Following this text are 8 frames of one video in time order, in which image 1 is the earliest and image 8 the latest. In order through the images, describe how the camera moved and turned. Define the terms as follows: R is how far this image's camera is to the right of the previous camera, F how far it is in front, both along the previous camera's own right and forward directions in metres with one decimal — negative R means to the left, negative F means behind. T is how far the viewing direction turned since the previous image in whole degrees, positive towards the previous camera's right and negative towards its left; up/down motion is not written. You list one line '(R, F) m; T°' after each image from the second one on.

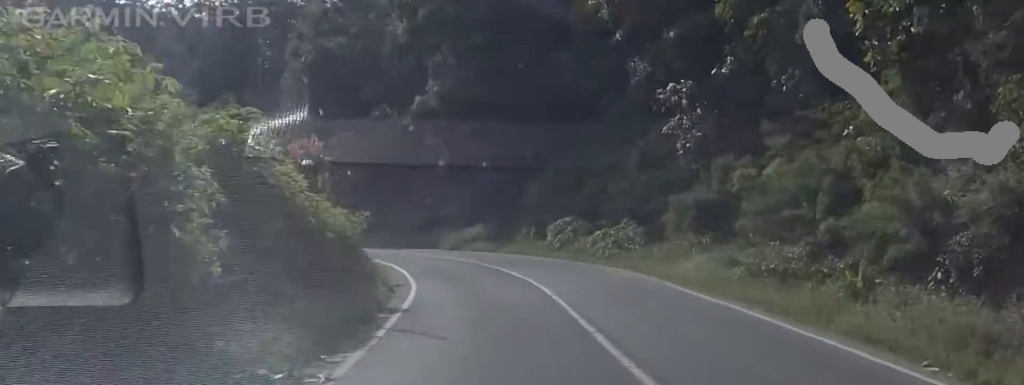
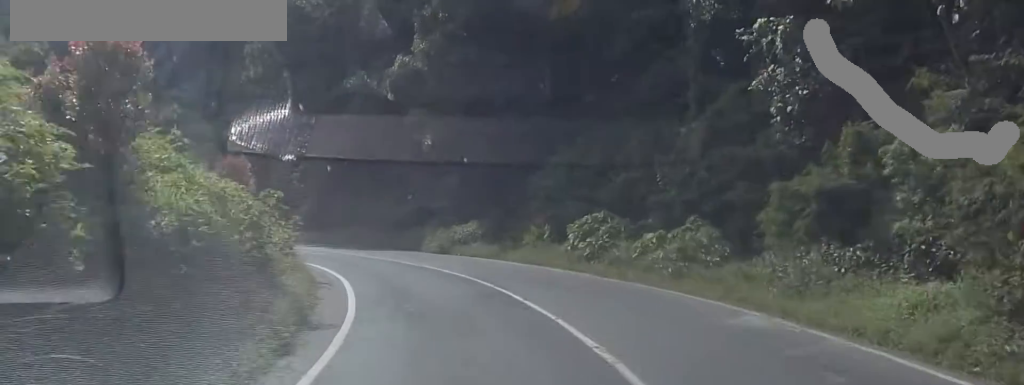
(+1.6, +10.9) m; 0°
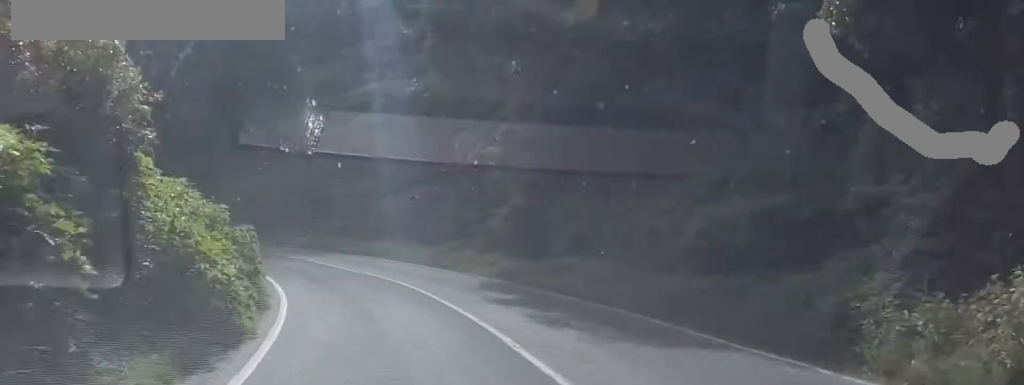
(+0.2, +28.7) m; -9°
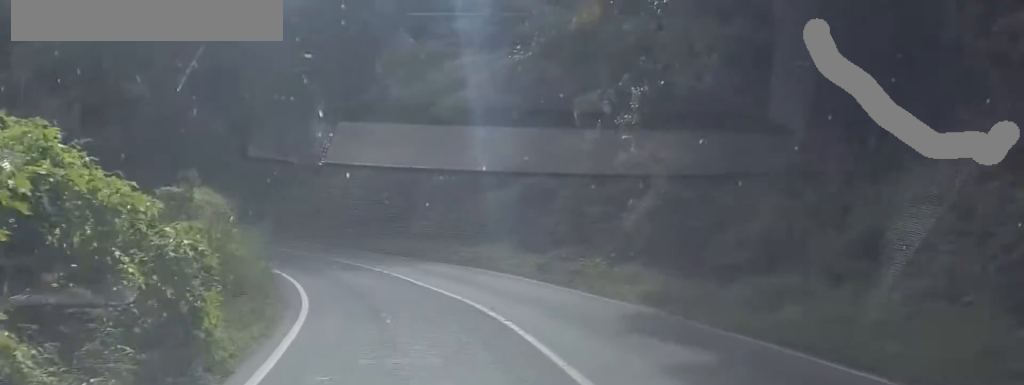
(-2.7, +8.6) m; -11°
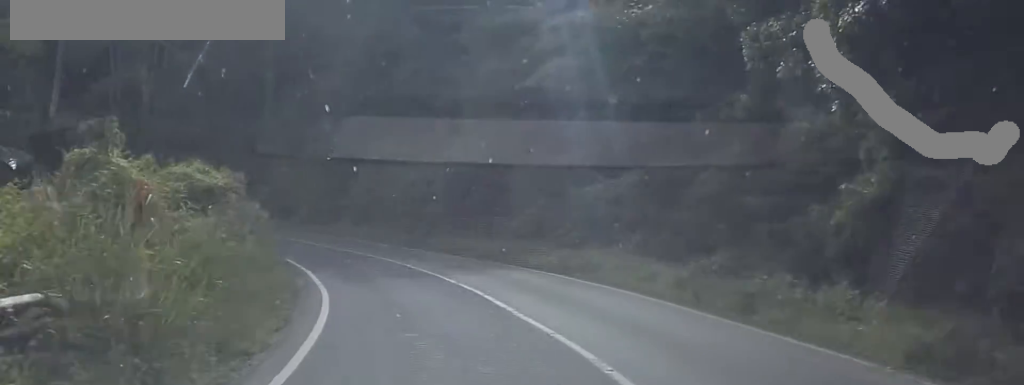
(-0.6, +7.9) m; -5°
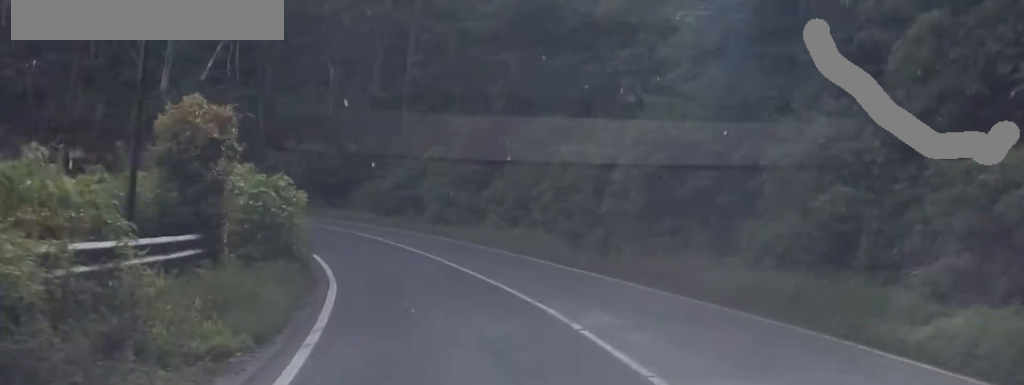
(0.0, +15.5) m; -3°
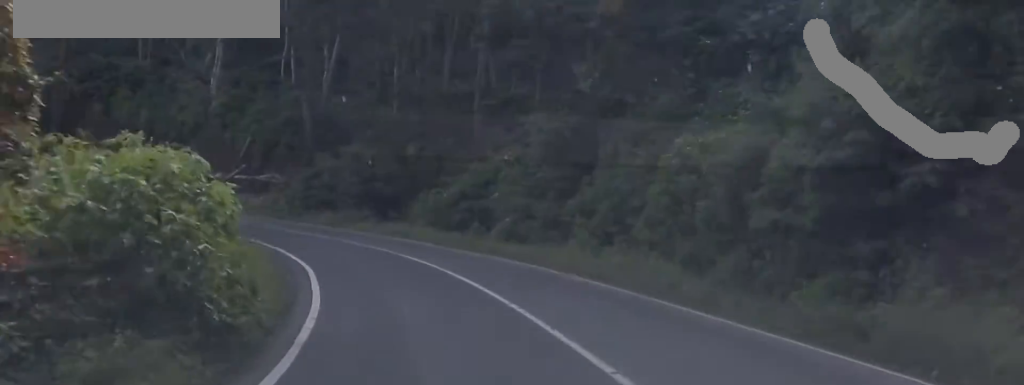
(-0.2, +8.2) m; -4°
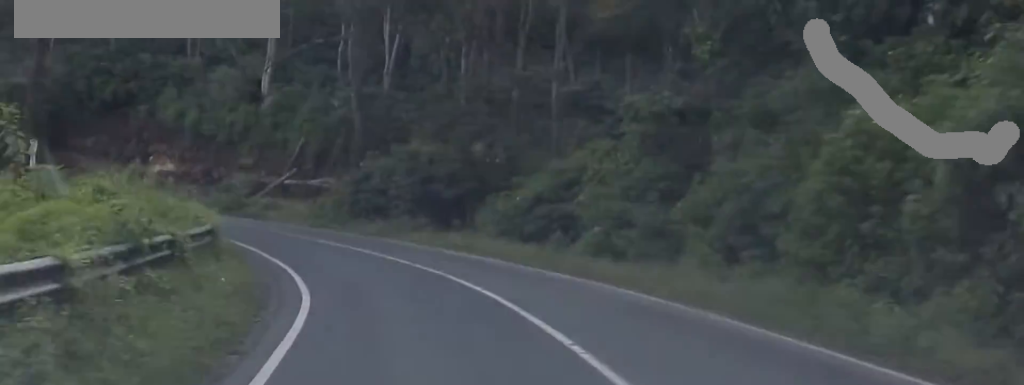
(-0.2, +7.2) m; -6°
